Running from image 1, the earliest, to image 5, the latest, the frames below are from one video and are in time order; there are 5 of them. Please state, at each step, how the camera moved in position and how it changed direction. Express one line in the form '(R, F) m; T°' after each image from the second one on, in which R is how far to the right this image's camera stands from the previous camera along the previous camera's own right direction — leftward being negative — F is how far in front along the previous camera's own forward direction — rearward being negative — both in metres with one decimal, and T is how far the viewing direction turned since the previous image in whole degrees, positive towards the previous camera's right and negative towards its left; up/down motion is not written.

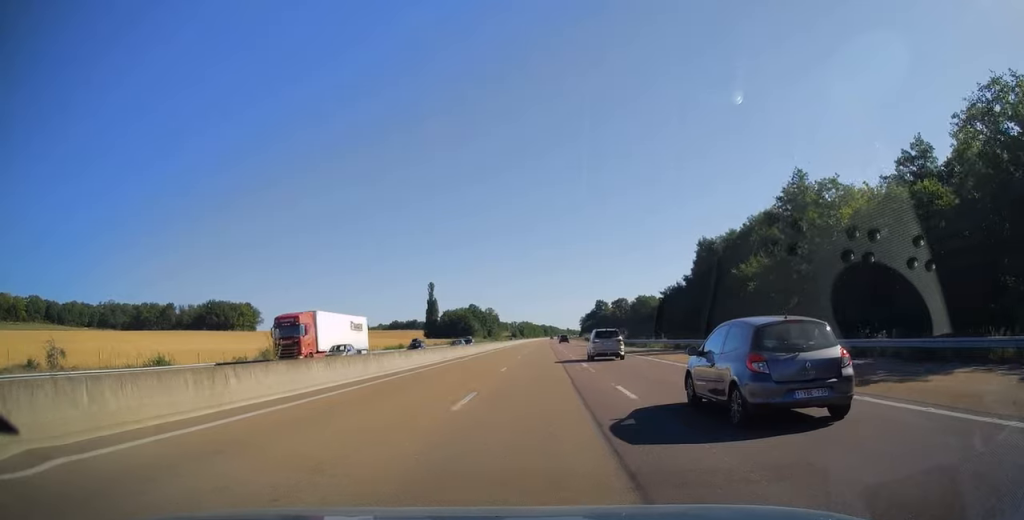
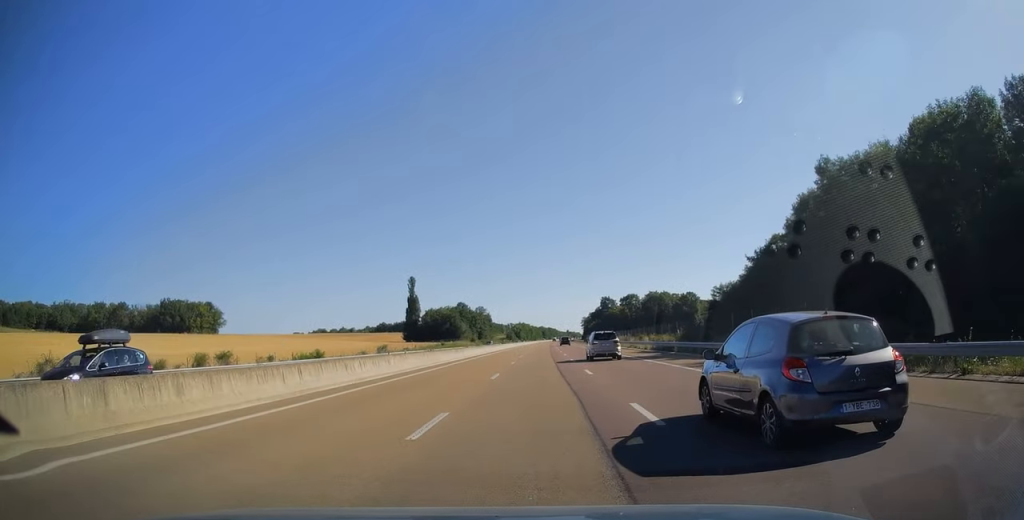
(+0.3, +42.4) m; +1°
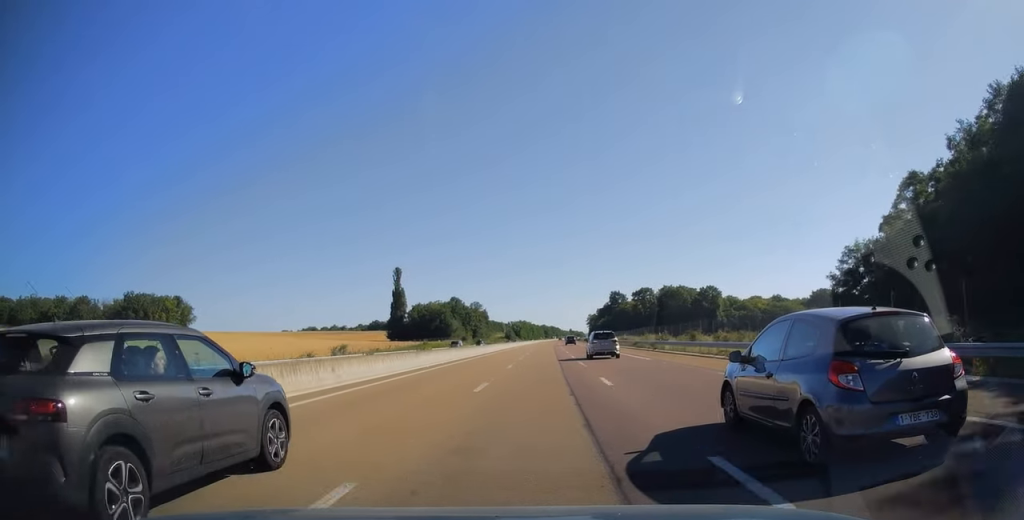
(0.0, +31.3) m; 0°
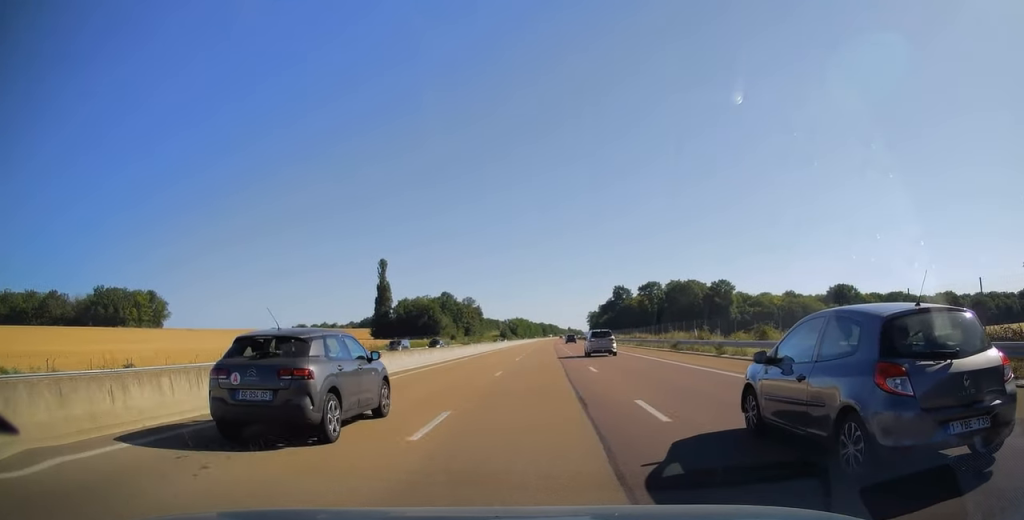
(-0.2, +20.2) m; 0°
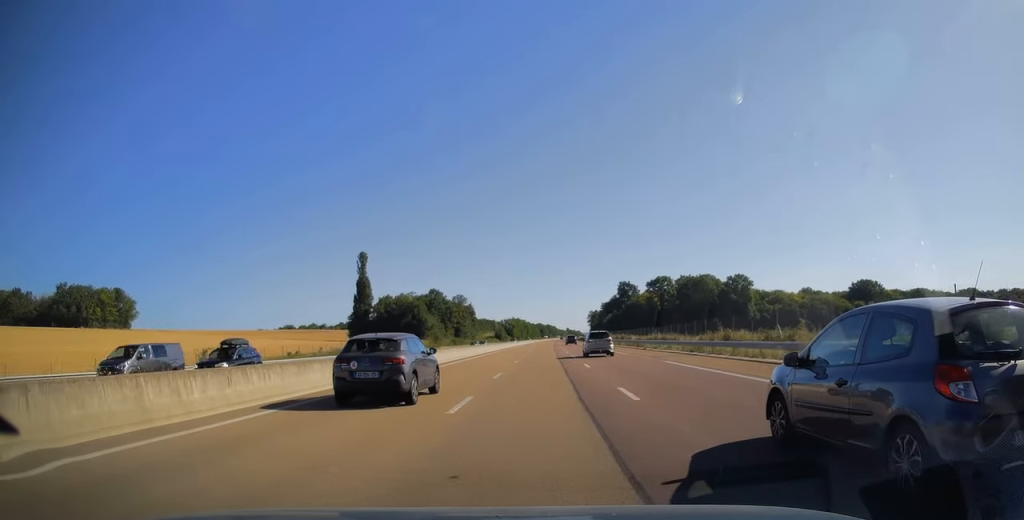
(+0.3, +22.7) m; 0°
